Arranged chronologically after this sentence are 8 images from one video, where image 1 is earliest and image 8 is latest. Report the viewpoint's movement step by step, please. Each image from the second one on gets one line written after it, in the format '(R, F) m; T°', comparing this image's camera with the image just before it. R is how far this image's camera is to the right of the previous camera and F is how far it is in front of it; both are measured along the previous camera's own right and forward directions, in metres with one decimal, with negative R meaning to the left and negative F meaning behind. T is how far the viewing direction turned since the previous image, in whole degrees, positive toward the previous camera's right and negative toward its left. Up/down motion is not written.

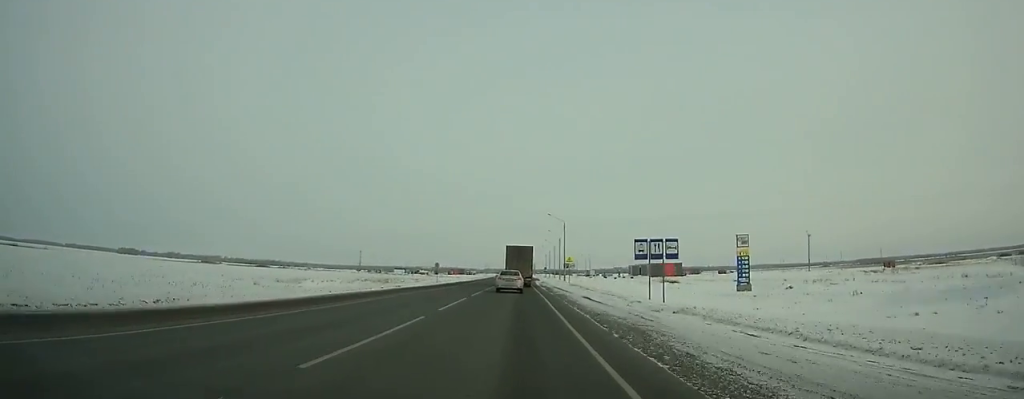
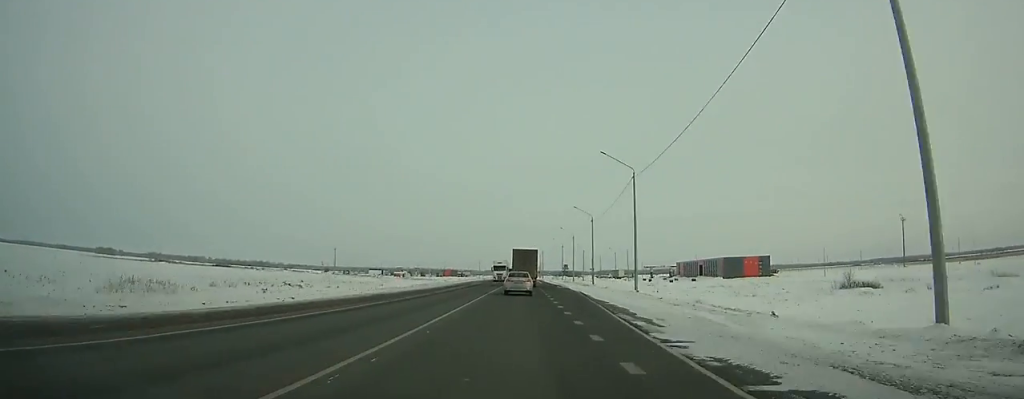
(-0.2, +93.6) m; 0°
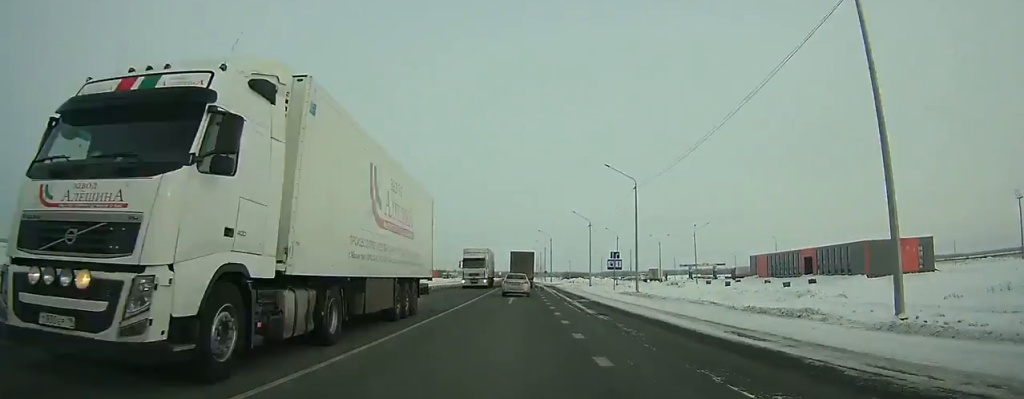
(0.0, +75.8) m; 0°
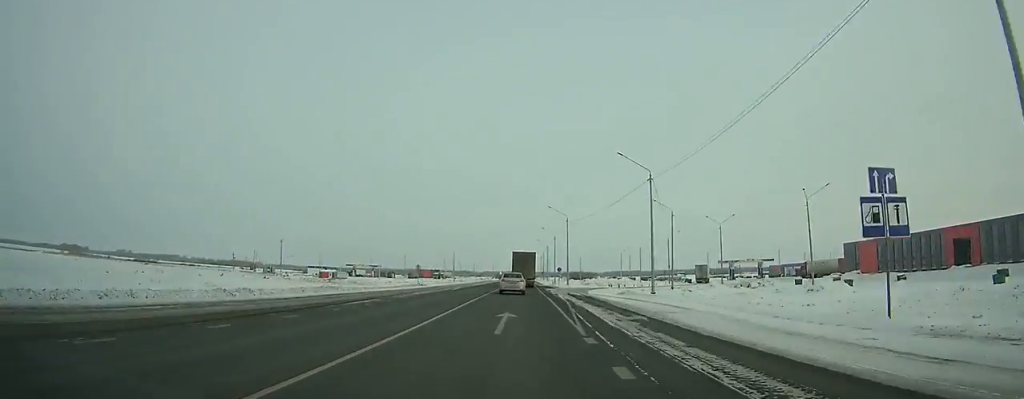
(0.0, +45.5) m; 0°
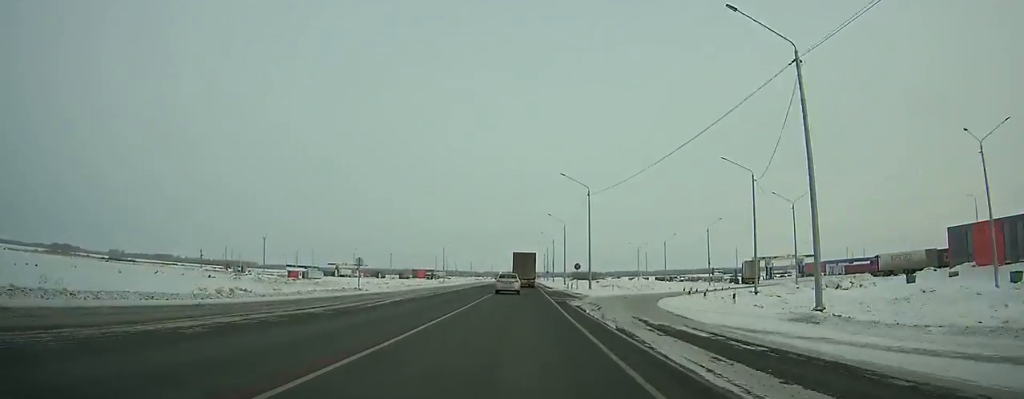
(0.0, +29.1) m; 0°
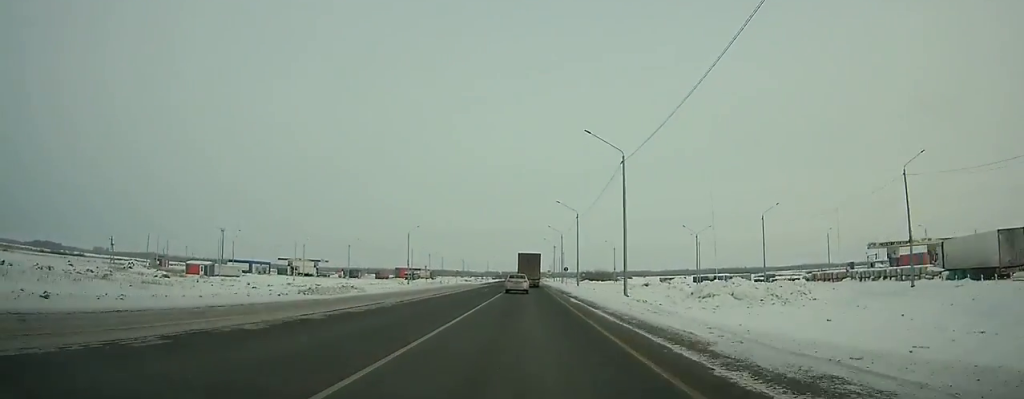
(-0.2, +58.8) m; 0°
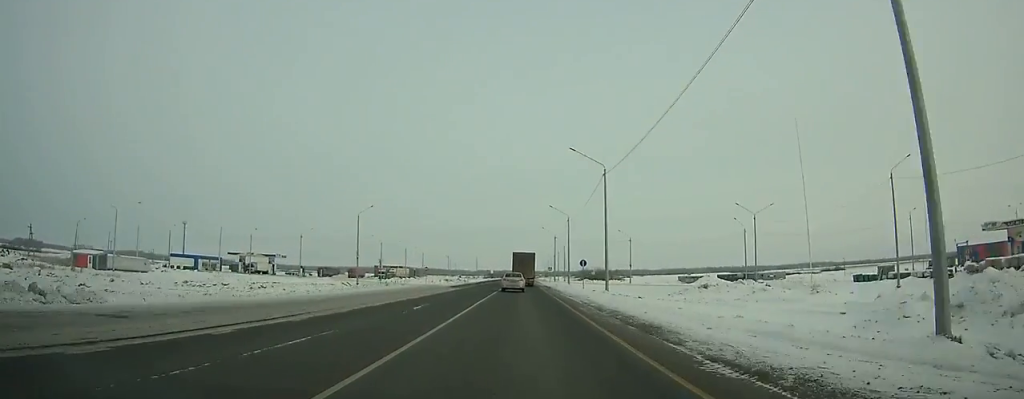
(+0.1, +34.0) m; 0°
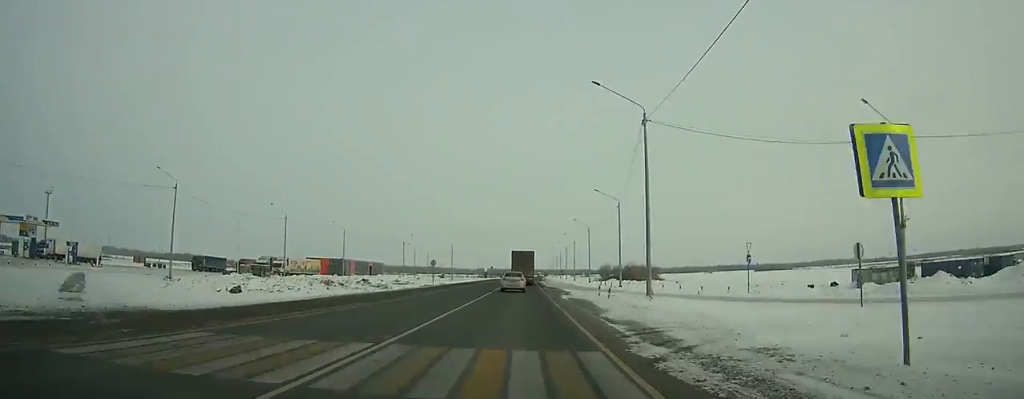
(0.0, +98.7) m; 0°
